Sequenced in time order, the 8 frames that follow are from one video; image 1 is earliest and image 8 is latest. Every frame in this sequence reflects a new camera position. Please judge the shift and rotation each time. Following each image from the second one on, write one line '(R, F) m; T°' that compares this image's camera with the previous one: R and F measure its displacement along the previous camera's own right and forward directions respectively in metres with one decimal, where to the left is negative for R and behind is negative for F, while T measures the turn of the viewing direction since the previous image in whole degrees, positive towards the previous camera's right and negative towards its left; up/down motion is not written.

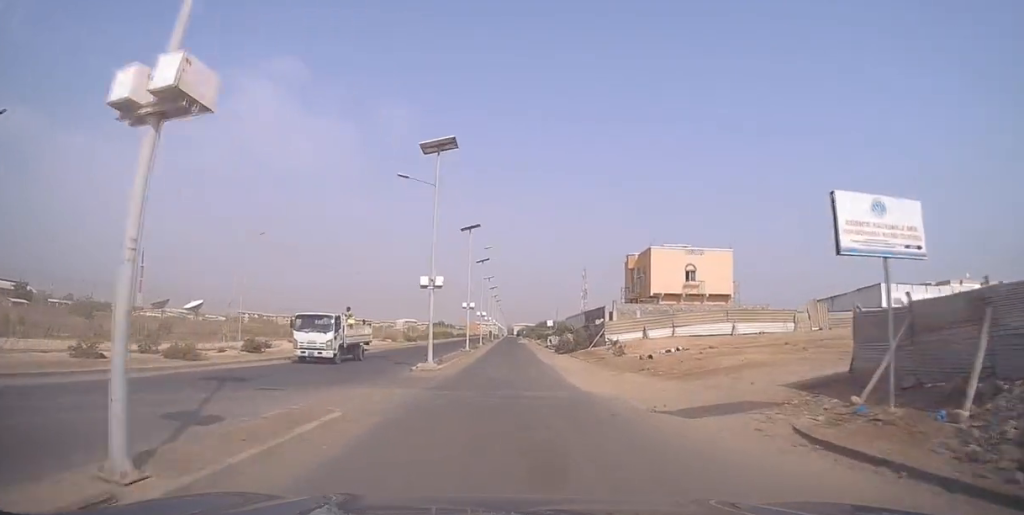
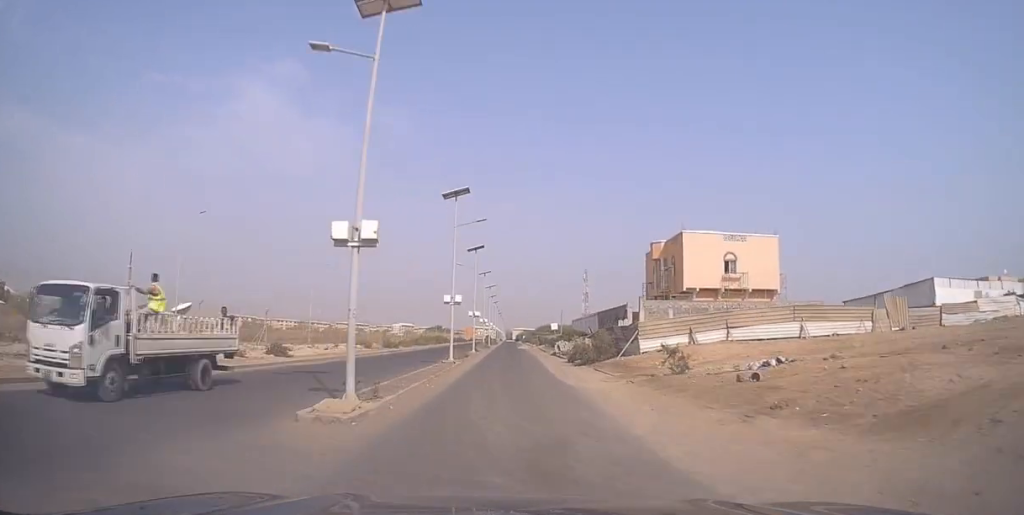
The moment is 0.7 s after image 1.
(+0.4, +11.9) m; 0°
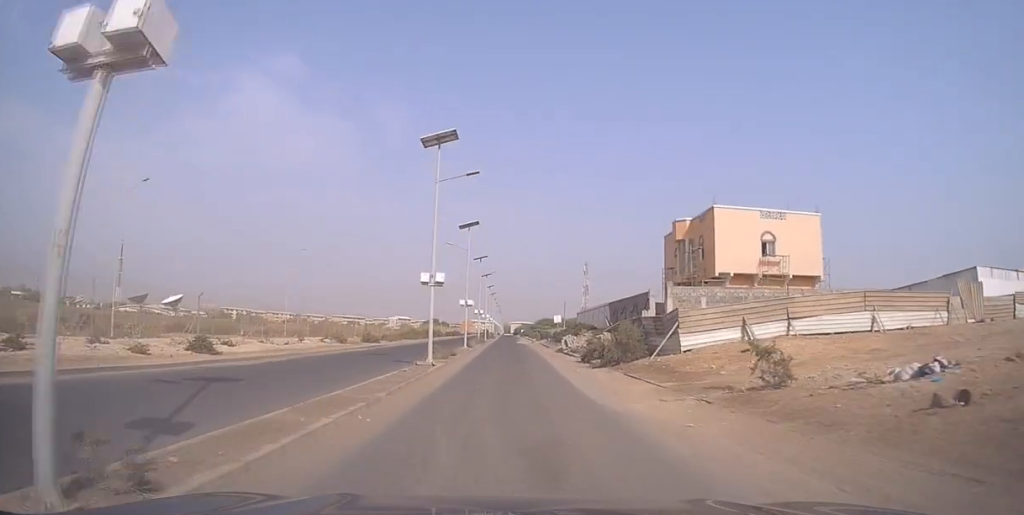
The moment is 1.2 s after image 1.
(-0.2, +8.2) m; 0°
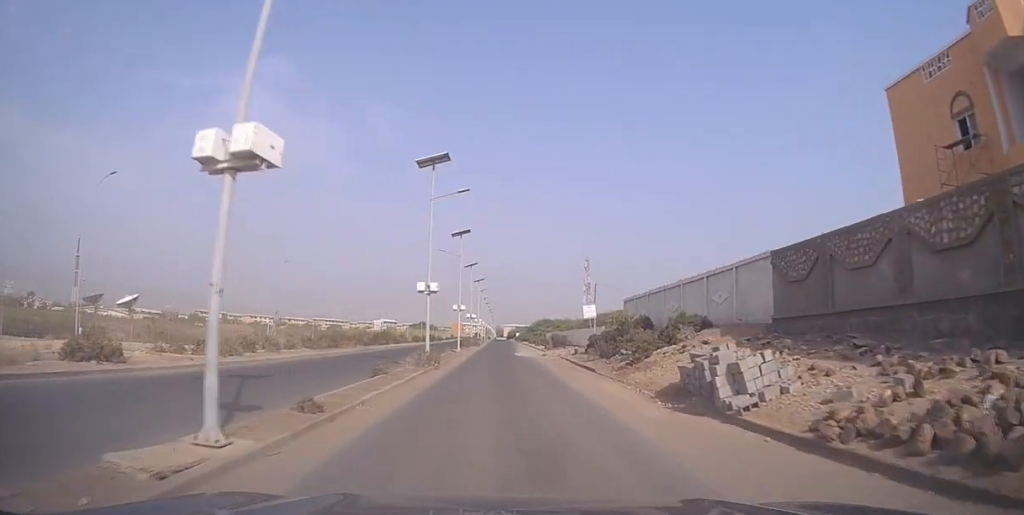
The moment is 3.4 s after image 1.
(+0.5, +36.8) m; +1°
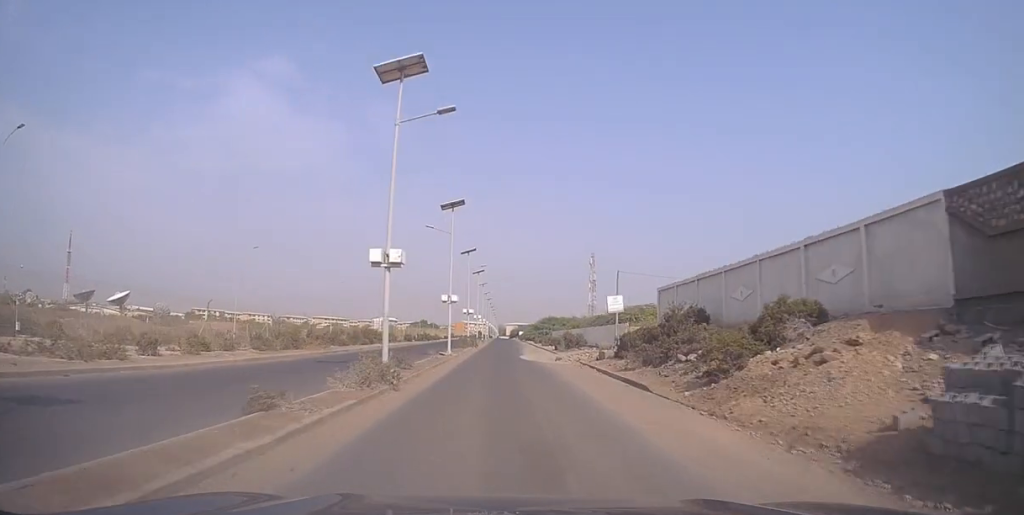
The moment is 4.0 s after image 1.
(0.0, +9.6) m; -1°
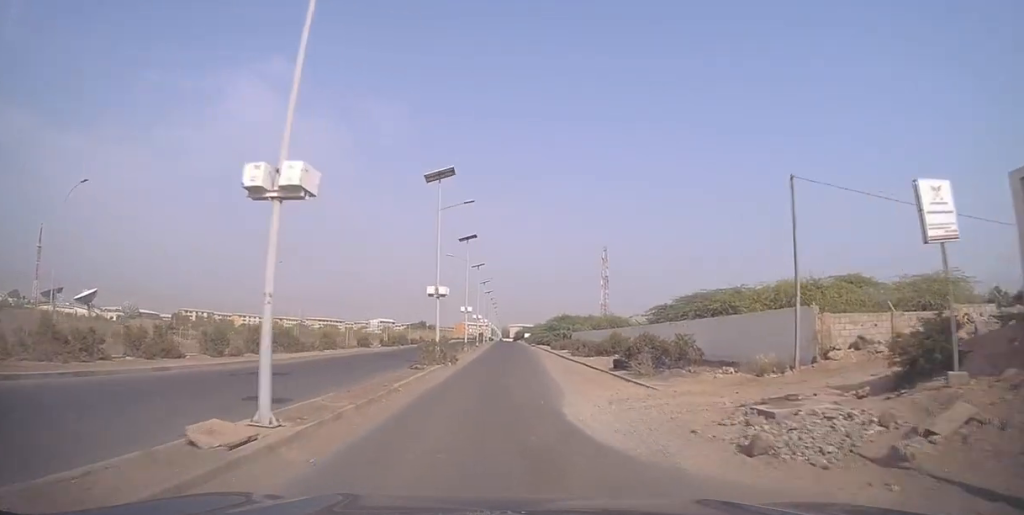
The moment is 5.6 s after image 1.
(0.0, +28.2) m; +1°
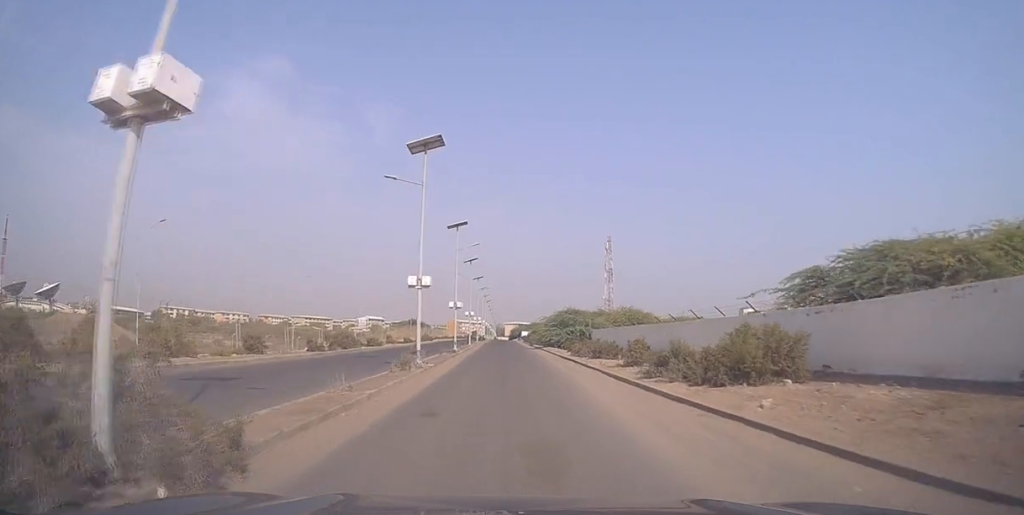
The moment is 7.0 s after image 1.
(+0.2, +23.9) m; 0°
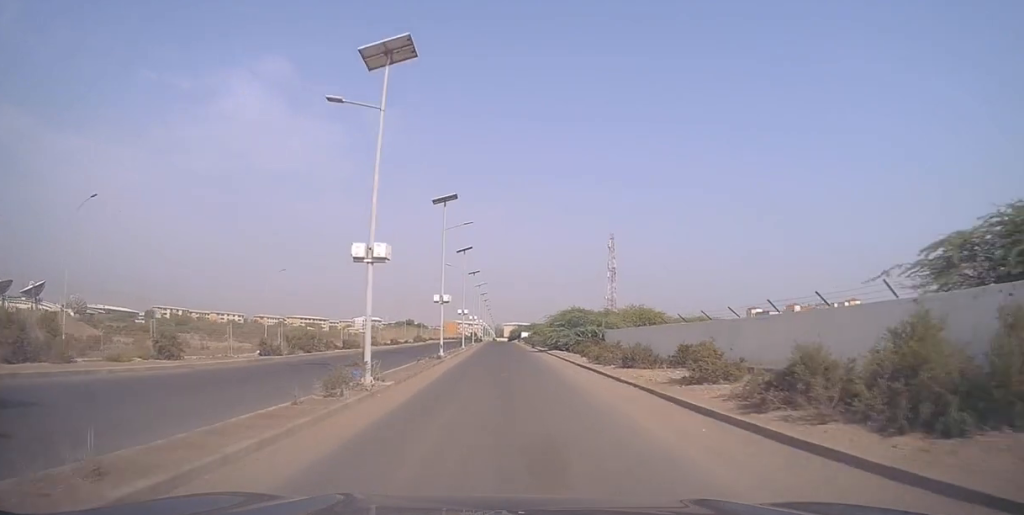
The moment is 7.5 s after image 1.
(+0.1, +8.8) m; -1°
